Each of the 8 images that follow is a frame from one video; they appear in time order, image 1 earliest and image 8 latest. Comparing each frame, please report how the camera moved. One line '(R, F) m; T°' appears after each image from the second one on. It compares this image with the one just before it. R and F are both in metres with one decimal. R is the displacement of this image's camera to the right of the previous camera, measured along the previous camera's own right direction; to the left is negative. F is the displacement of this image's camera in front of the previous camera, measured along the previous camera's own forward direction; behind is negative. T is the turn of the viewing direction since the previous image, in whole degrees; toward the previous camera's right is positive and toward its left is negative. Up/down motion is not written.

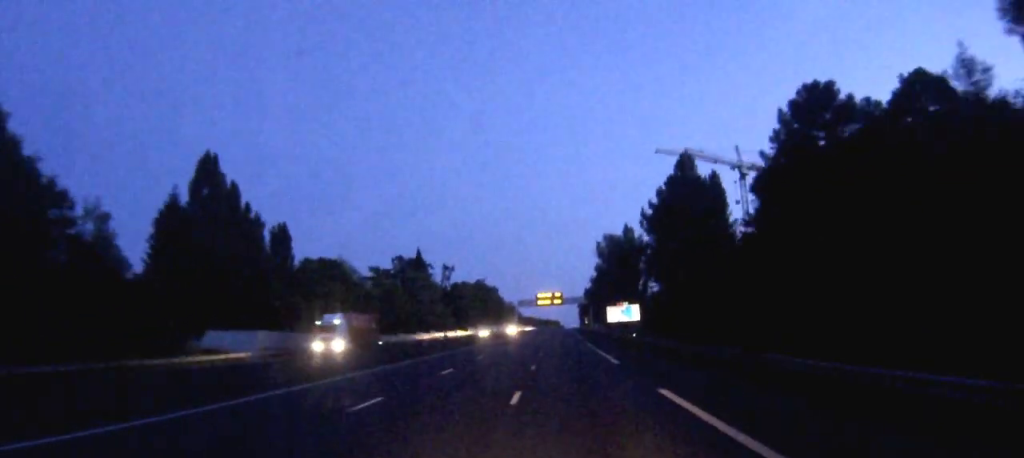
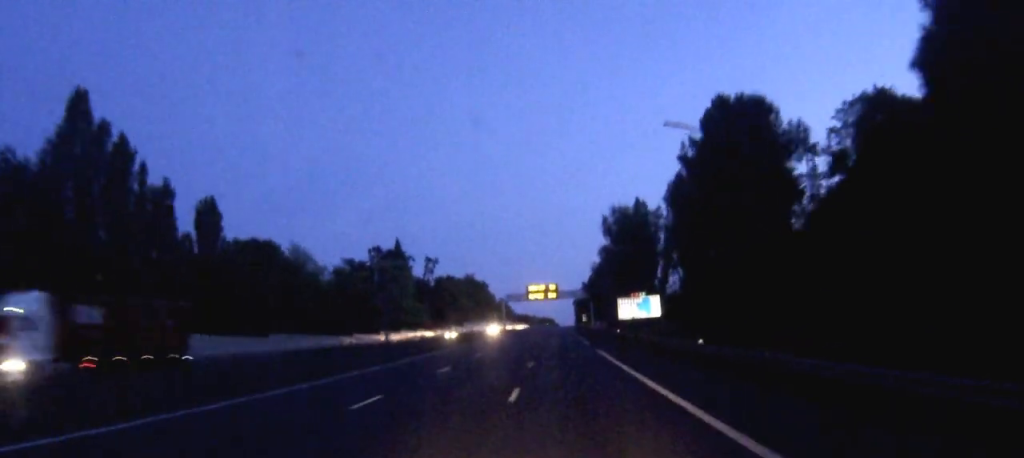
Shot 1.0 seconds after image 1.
(+0.2, +25.4) m; 0°
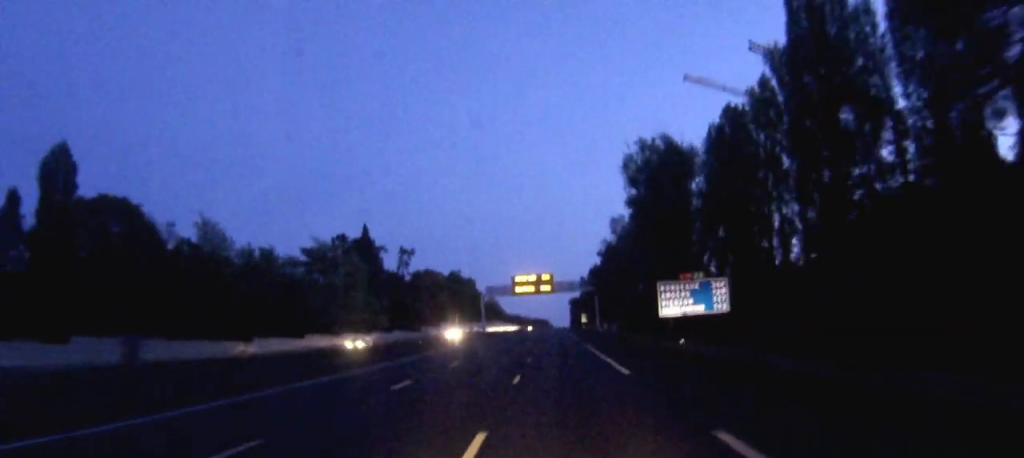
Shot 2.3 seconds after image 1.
(-0.1, +33.6) m; 0°
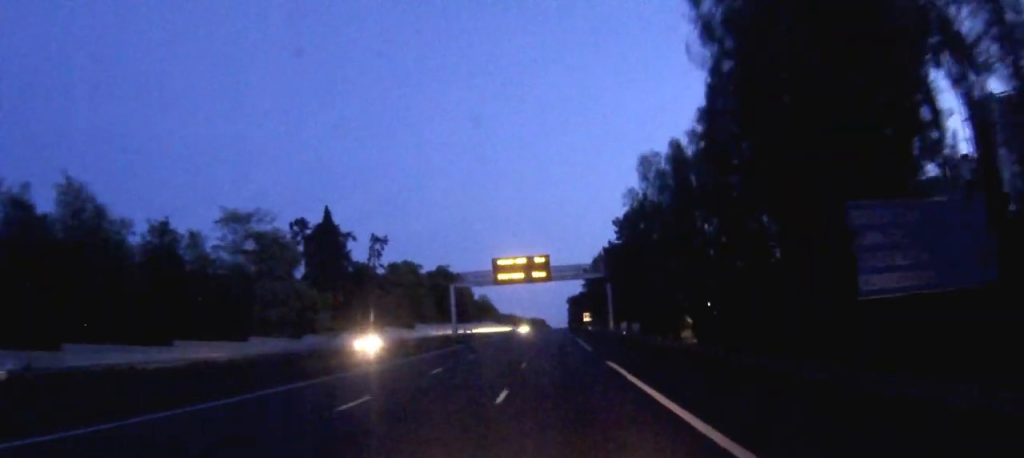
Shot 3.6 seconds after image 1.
(+0.2, +31.0) m; +1°
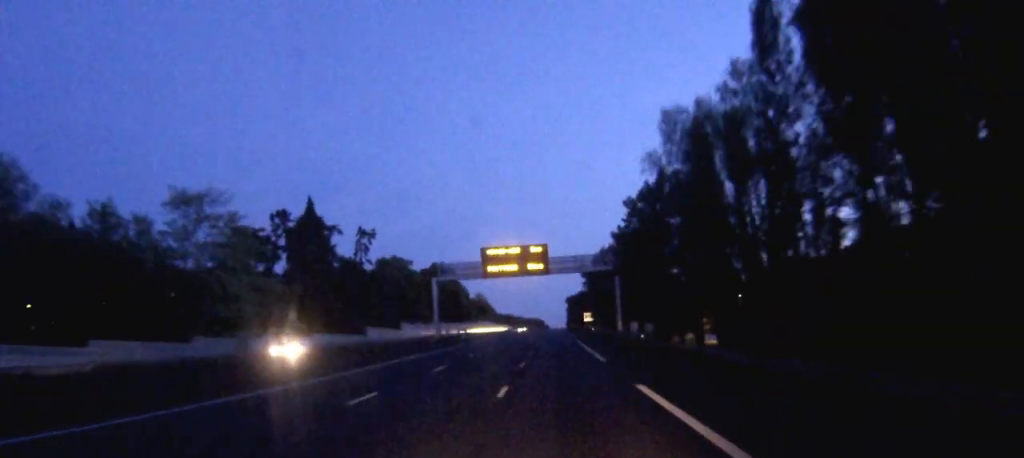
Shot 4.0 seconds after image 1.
(+0.1, +11.7) m; 0°
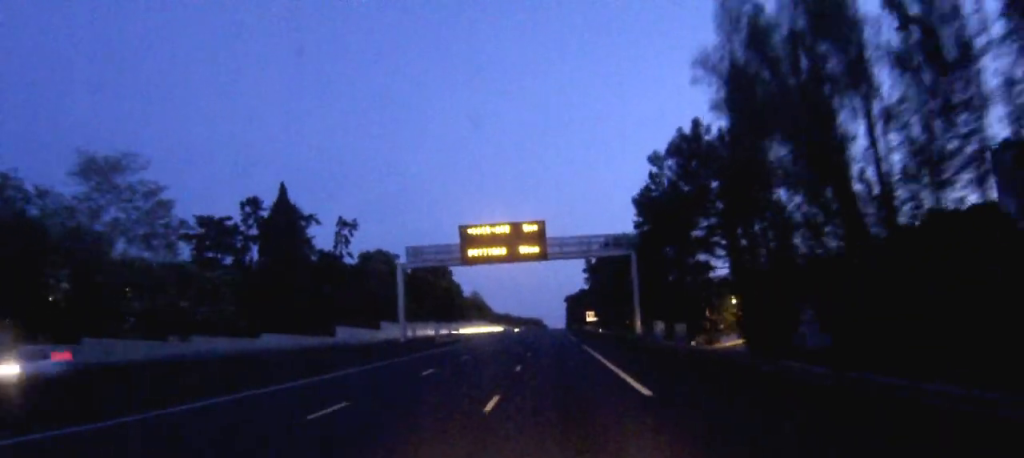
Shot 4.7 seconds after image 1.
(-0.1, +15.8) m; 0°
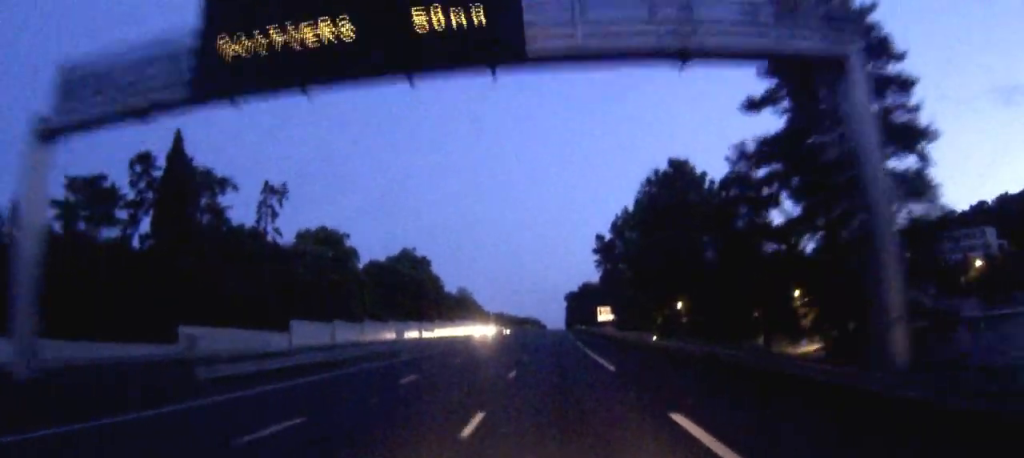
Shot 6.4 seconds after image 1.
(-0.2, +42.1) m; -1°
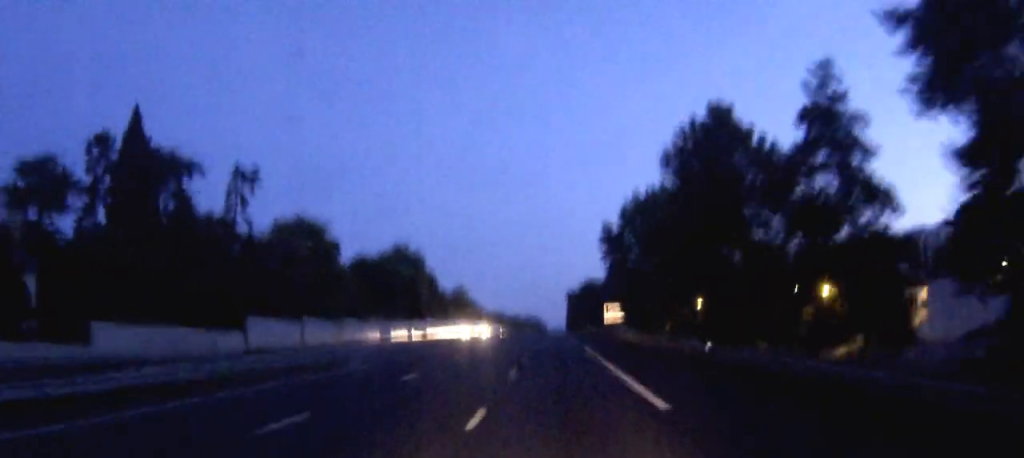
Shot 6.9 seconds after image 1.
(-0.1, +12.3) m; 0°
